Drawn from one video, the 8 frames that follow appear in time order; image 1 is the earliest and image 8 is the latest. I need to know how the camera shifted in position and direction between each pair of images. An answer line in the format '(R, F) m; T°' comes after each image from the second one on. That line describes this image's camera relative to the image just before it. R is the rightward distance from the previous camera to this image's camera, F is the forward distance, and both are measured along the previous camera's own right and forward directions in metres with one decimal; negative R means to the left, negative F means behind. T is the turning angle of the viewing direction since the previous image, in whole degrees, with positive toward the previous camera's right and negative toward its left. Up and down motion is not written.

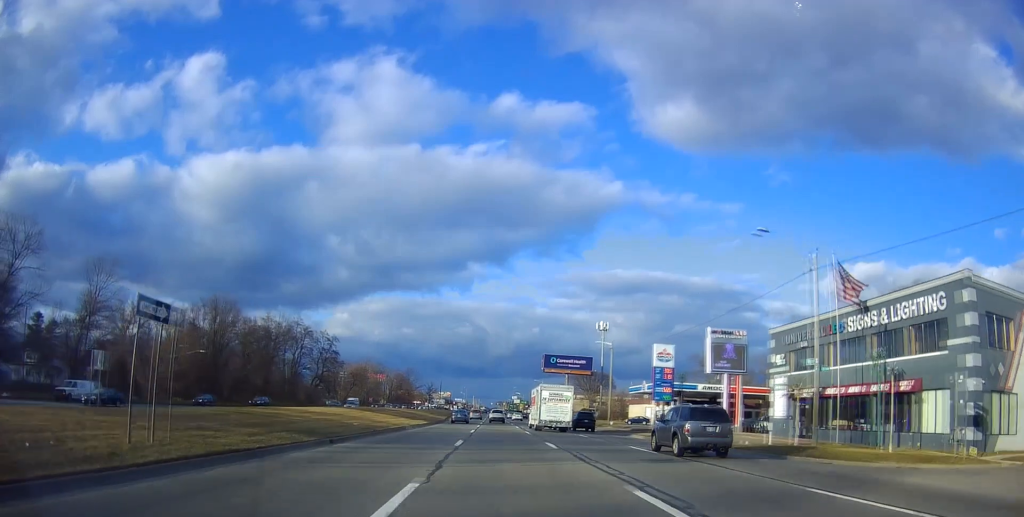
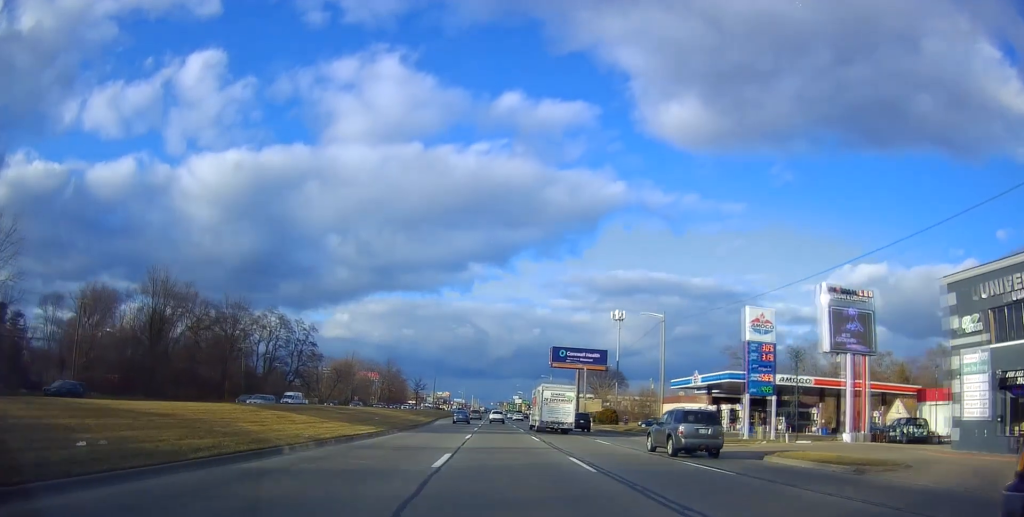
(-0.1, +22.6) m; 0°
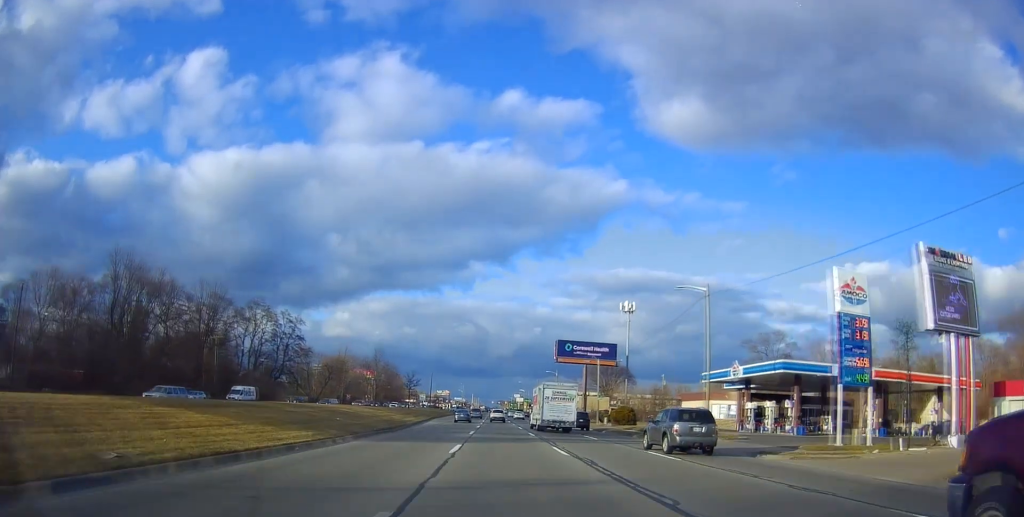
(0.0, +11.0) m; 0°
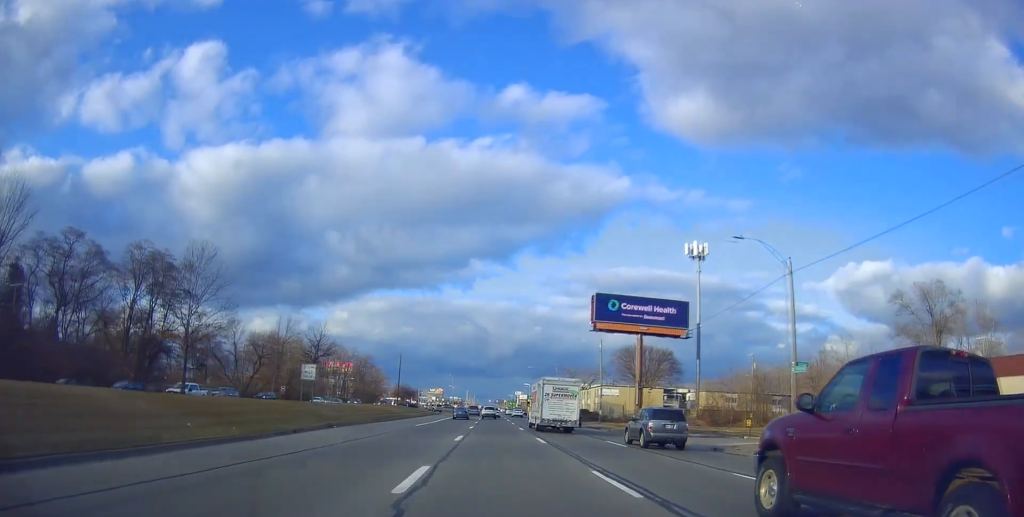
(-0.3, +54.6) m; 0°
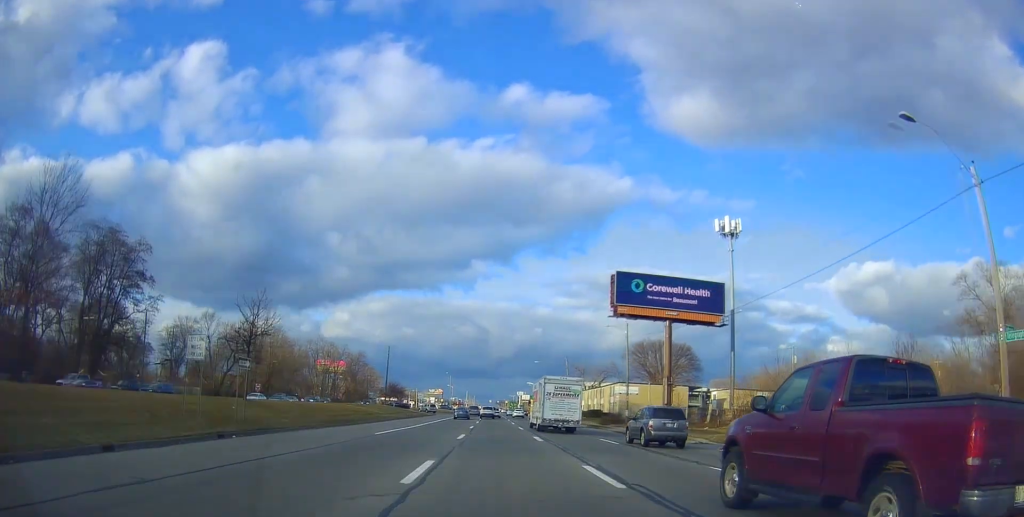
(0.0, +14.2) m; 0°
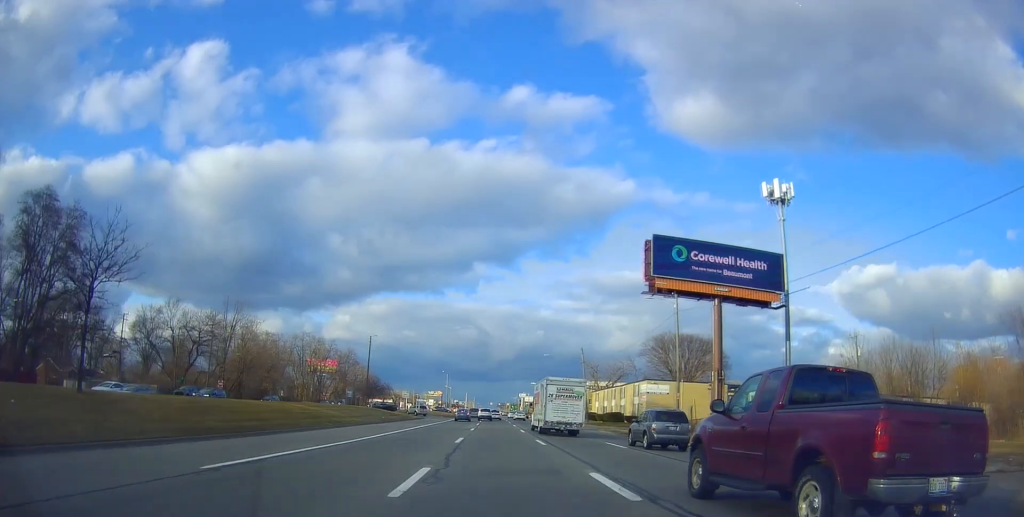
(-0.2, +16.6) m; 0°
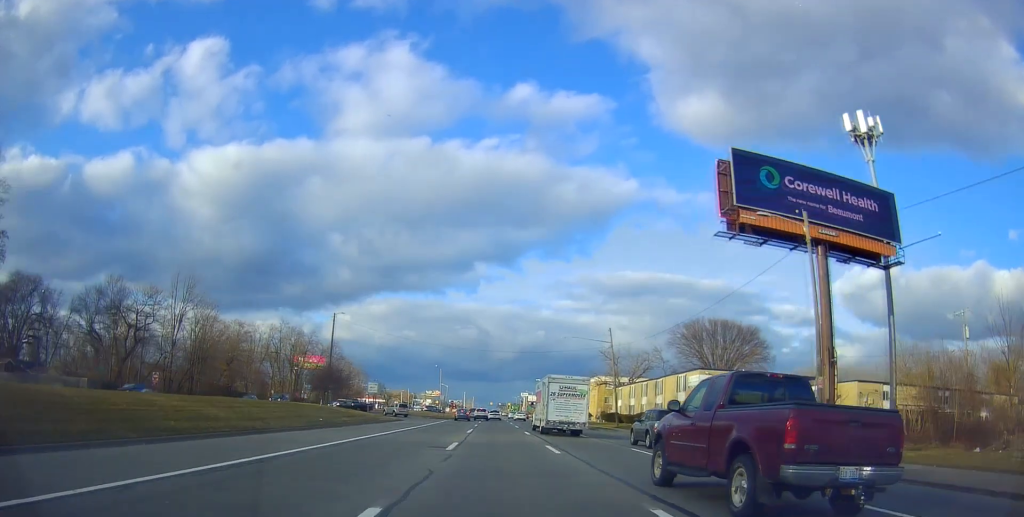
(+0.3, +20.5) m; -1°
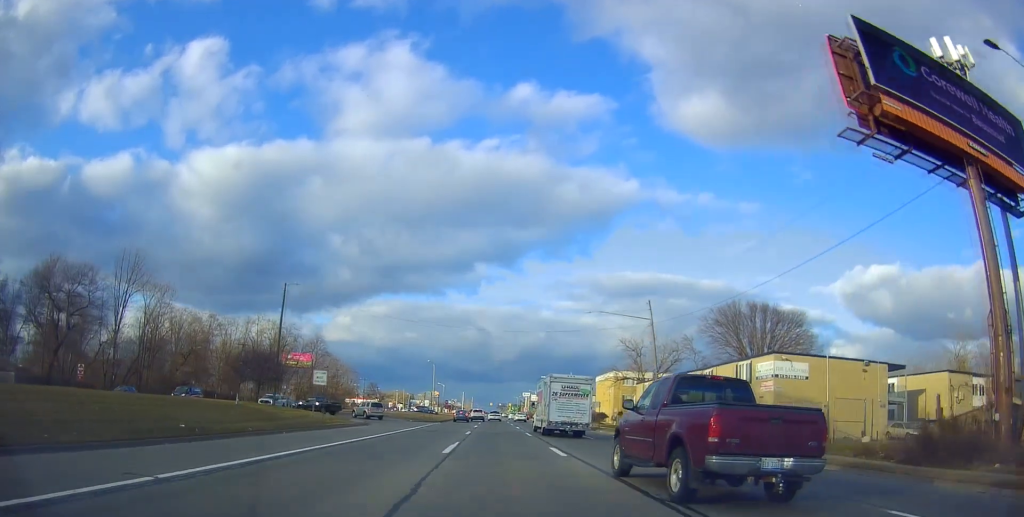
(-0.6, +16.6) m; 0°
